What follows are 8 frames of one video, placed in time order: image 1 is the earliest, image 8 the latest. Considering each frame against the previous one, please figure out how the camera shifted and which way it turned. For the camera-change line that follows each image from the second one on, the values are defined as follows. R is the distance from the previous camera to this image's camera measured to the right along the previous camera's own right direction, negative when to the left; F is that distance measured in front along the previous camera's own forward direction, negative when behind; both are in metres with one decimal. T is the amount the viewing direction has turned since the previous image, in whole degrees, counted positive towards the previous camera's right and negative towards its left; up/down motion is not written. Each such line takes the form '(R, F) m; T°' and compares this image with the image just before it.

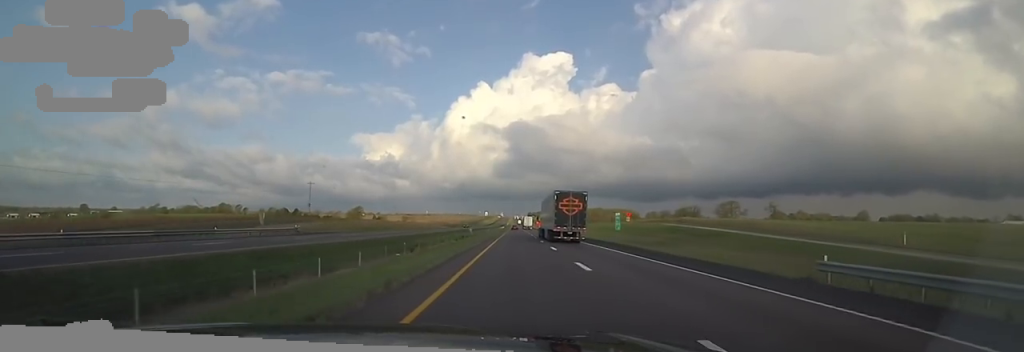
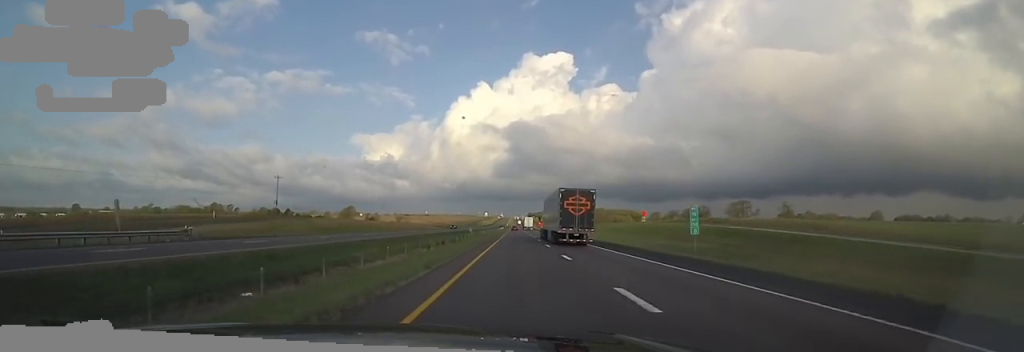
(0.0, +19.0) m; 0°
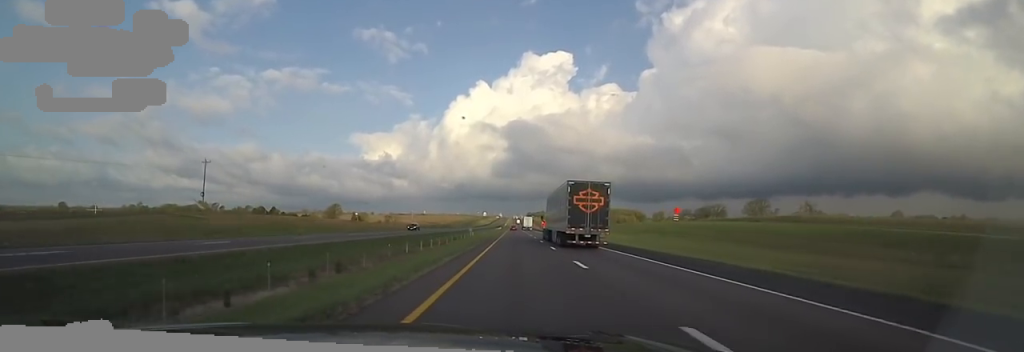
(0.0, +28.4) m; 0°
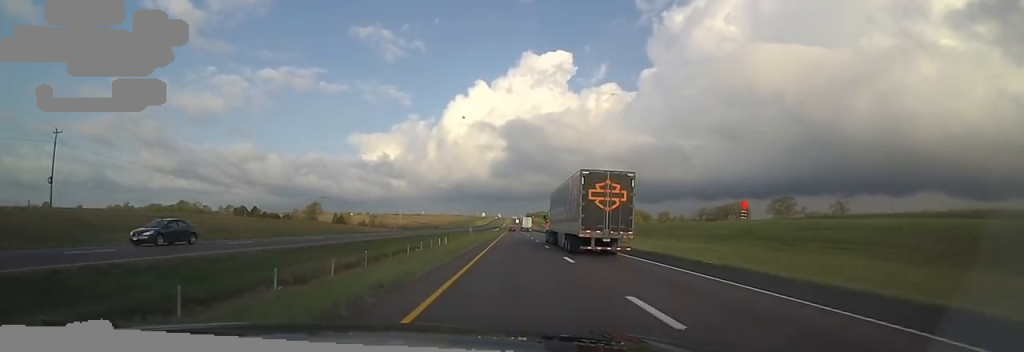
(0.0, +33.1) m; 0°
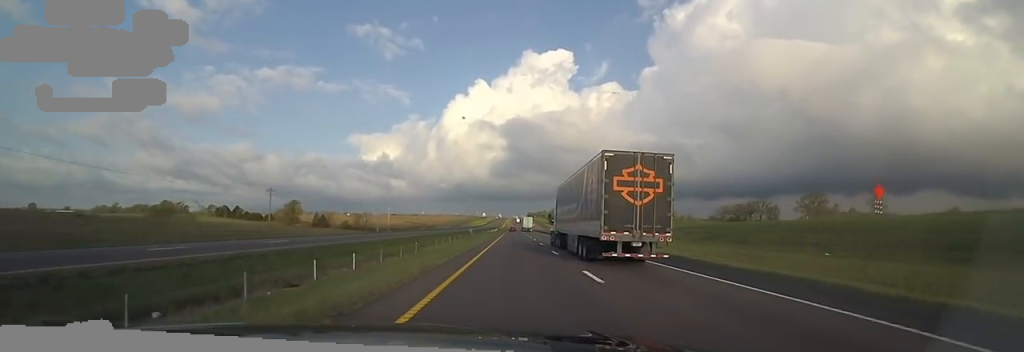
(0.0, +30.9) m; 0°
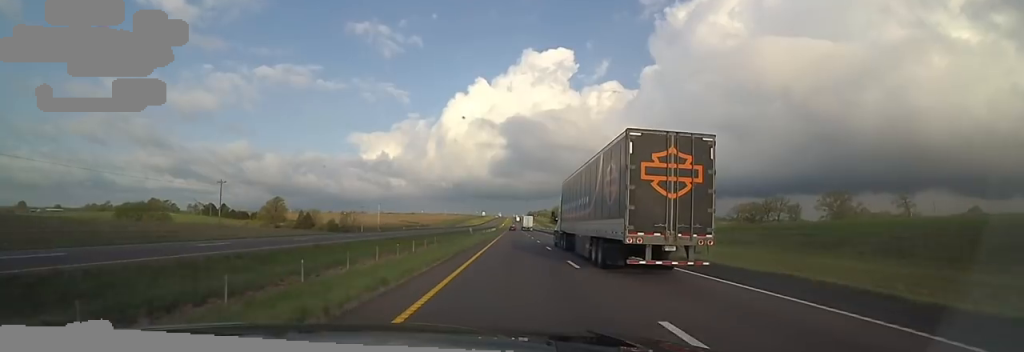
(0.0, +20.3) m; 0°
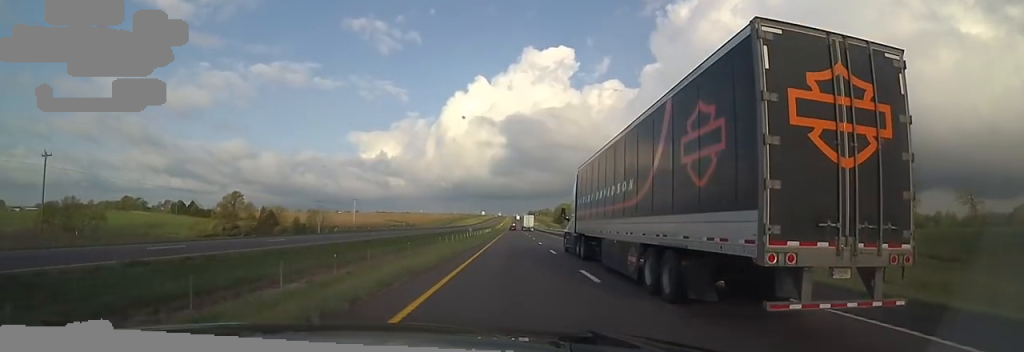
(0.0, +40.6) m; +2°
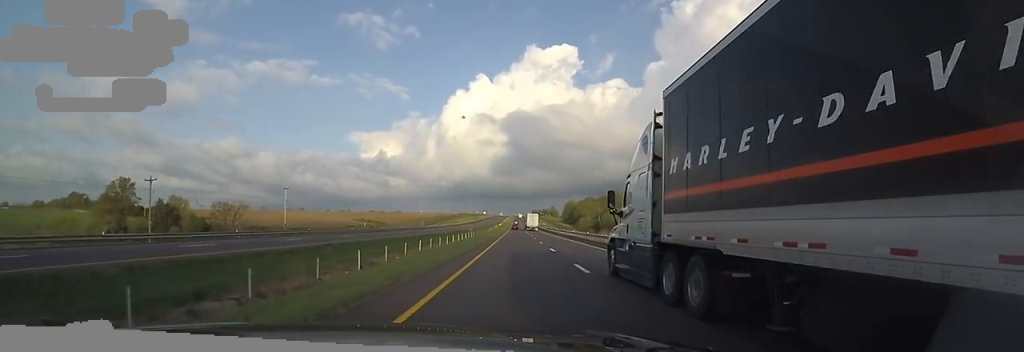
(+0.7, +71.1) m; -1°
